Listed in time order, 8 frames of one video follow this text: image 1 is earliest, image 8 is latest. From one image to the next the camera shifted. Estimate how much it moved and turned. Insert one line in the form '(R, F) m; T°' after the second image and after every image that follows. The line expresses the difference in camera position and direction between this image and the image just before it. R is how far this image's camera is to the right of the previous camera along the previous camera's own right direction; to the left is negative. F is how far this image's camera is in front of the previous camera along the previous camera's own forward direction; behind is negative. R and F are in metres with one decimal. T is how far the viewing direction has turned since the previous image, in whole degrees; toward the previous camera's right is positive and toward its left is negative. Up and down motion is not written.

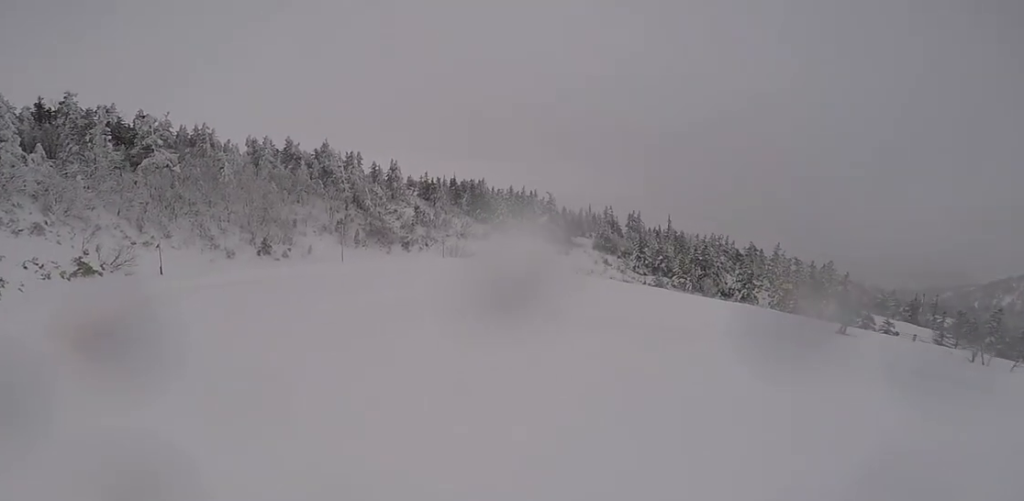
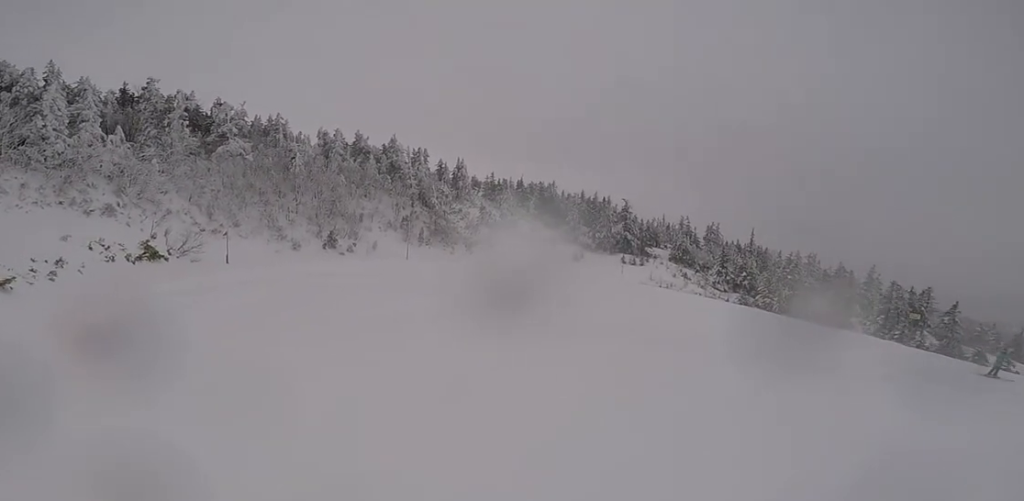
(+0.1, +2.7) m; +6°
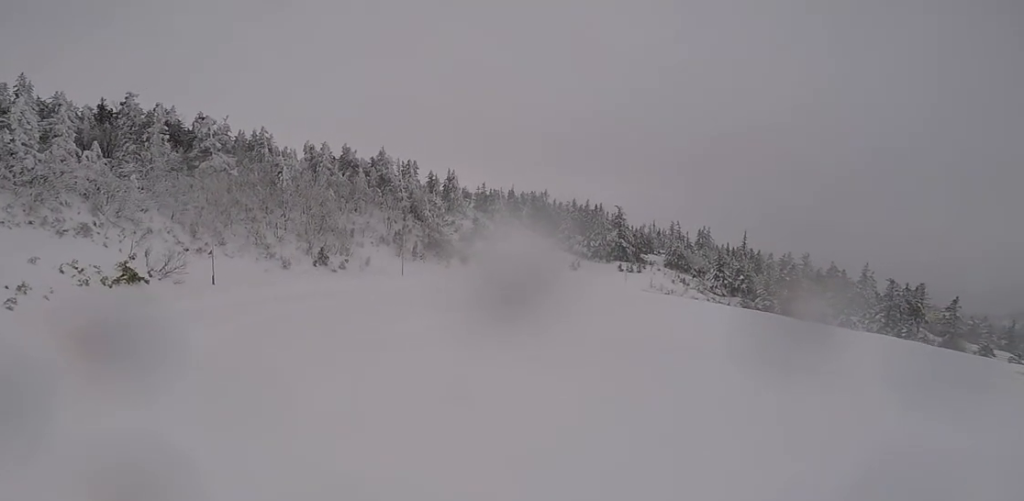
(-0.1, +2.0) m; +5°
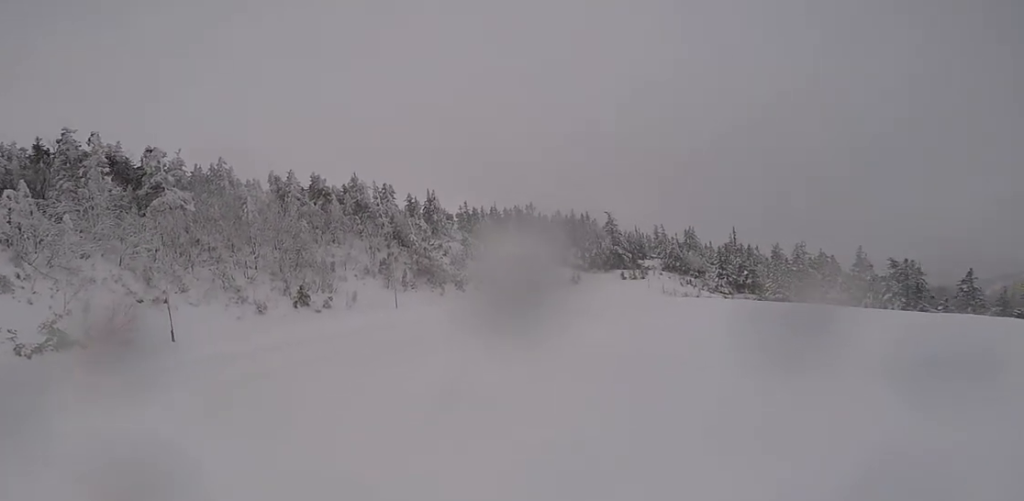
(+0.8, +6.3) m; +10°
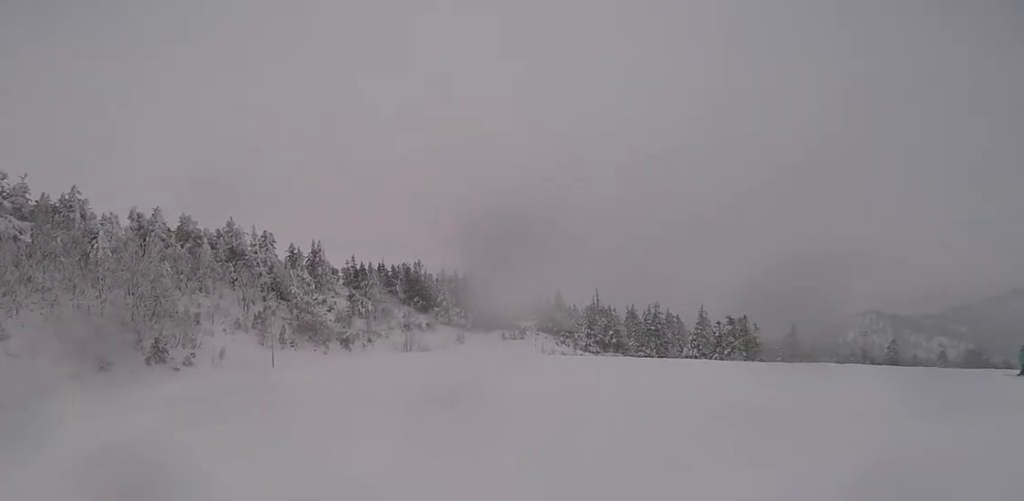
(-0.1, +3.1) m; +9°
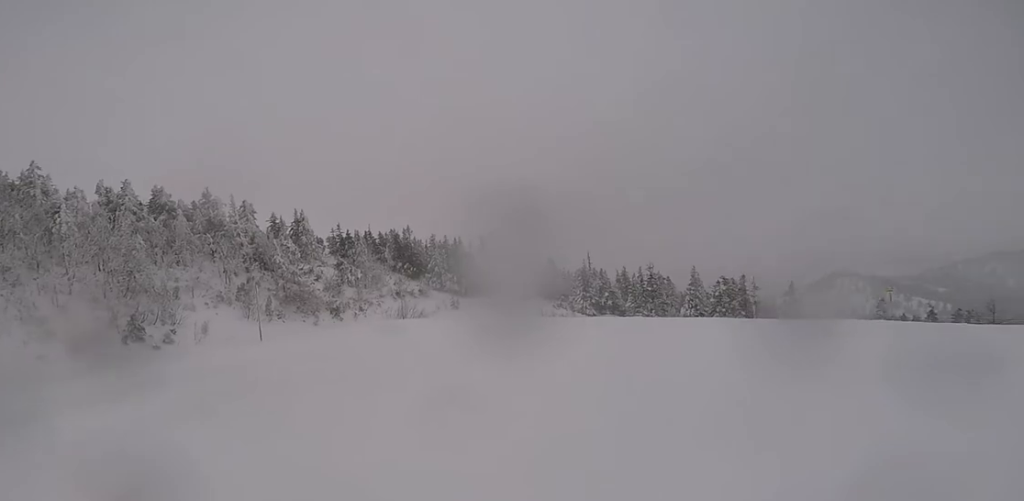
(-0.1, +2.7) m; +7°
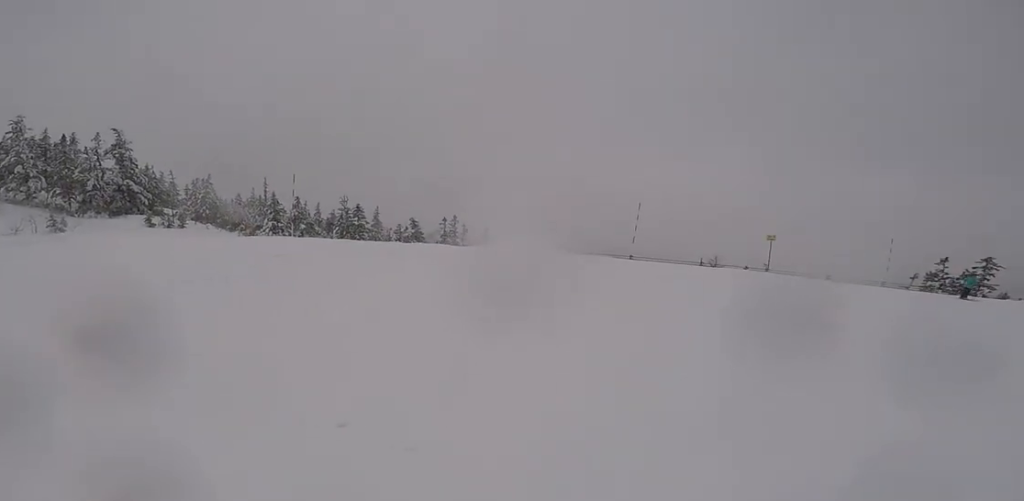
(+9.7, +16.1) m; +52°
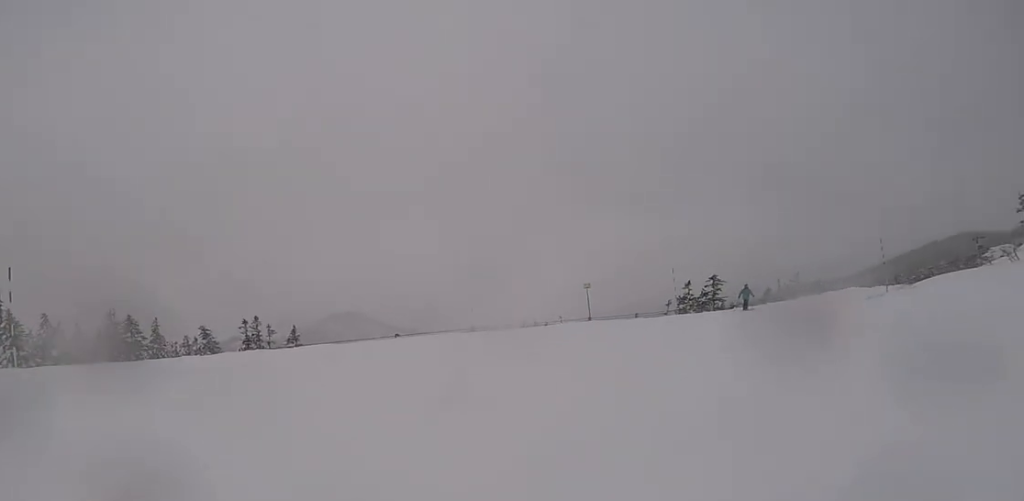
(+0.1, +3.2) m; +17°
